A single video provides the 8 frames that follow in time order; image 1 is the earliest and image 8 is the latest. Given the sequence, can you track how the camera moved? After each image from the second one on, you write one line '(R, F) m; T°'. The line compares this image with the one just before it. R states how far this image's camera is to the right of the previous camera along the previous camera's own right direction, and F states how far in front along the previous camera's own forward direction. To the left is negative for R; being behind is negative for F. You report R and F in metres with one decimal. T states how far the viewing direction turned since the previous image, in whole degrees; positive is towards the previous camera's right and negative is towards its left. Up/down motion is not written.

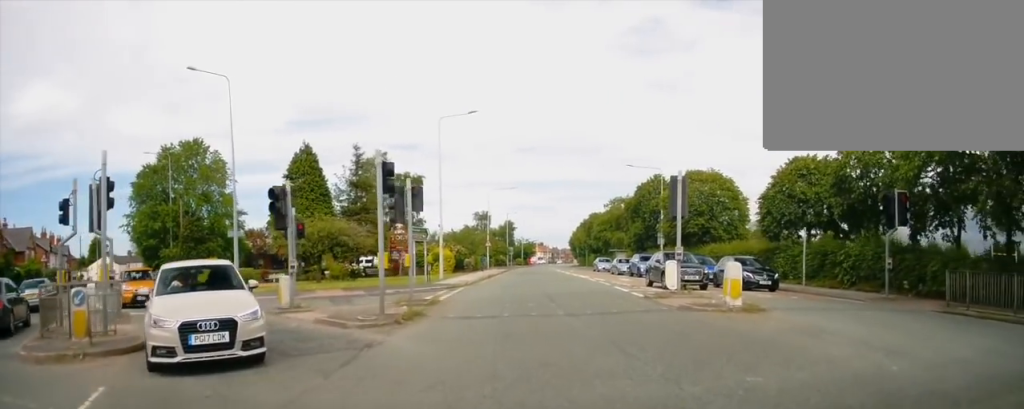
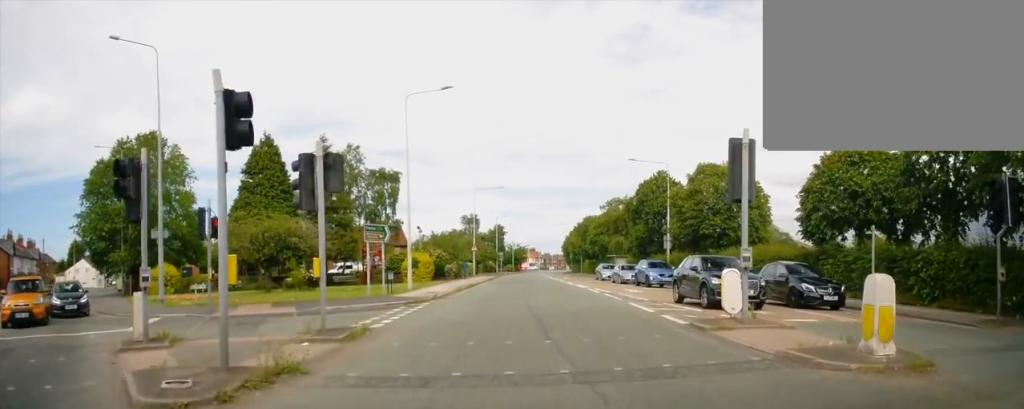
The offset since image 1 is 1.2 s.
(0.0, +6.5) m; 0°
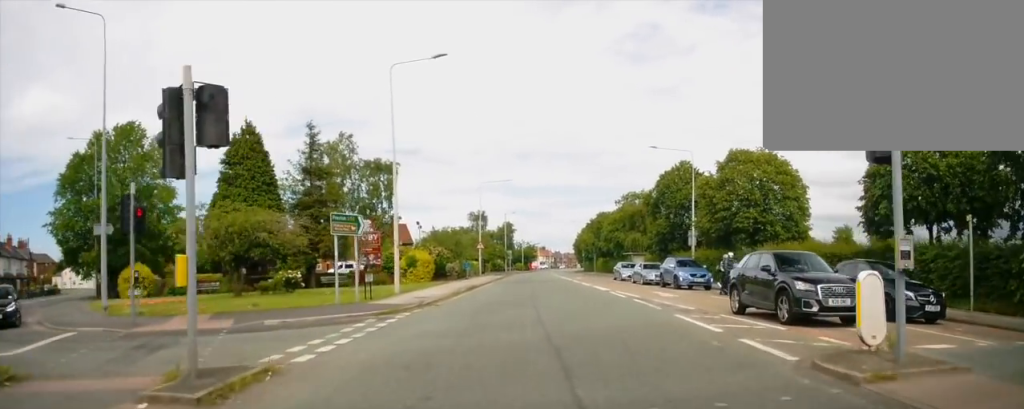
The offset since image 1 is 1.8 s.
(0.0, +5.0) m; 0°
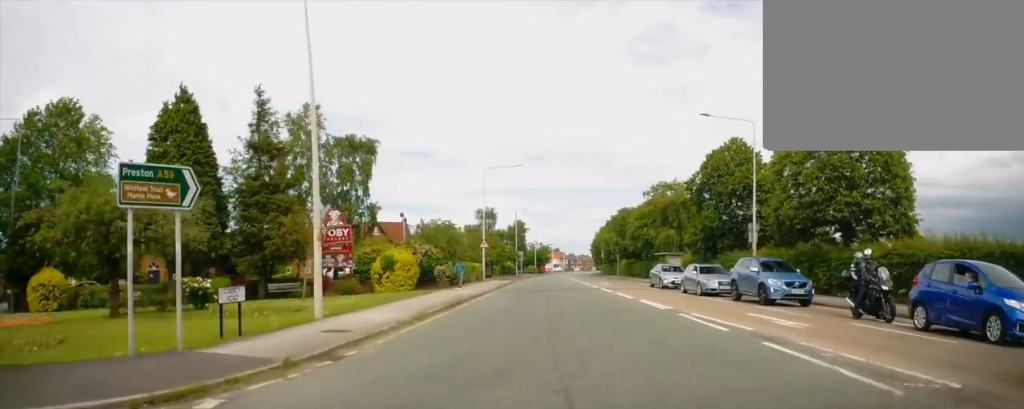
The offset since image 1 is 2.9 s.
(+0.1, +10.5) m; +1°
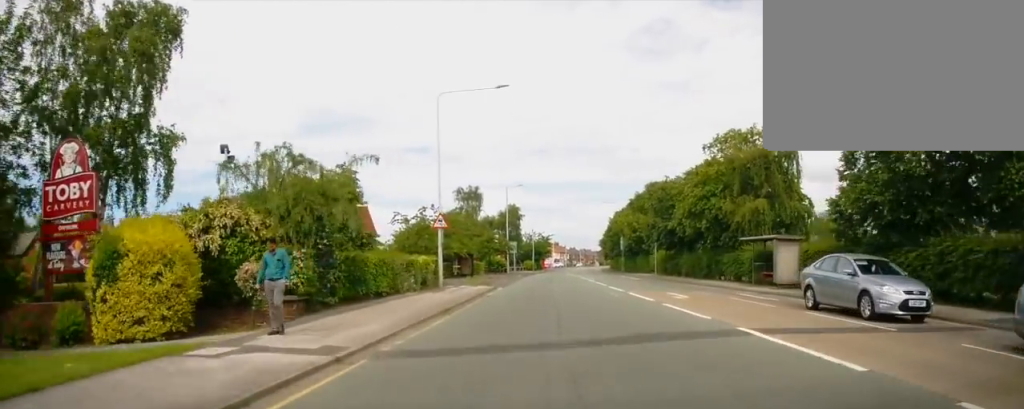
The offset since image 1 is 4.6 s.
(+0.1, +23.1) m; 0°
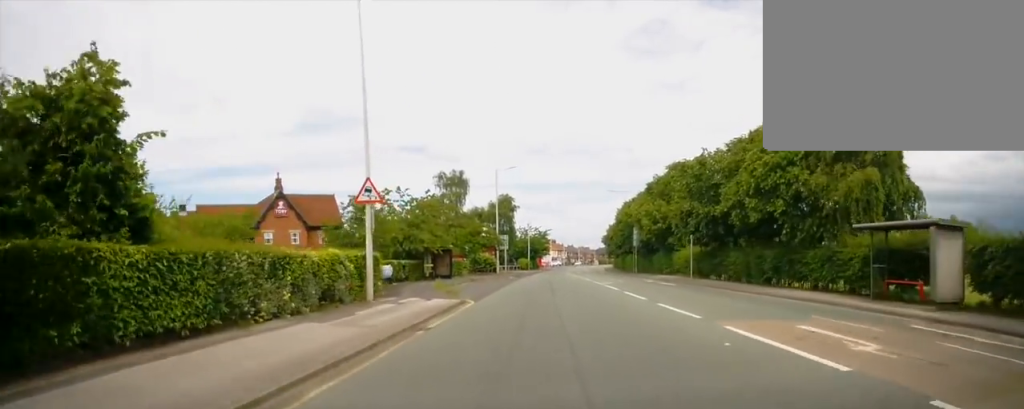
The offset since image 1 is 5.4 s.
(-0.2, +12.1) m; 0°
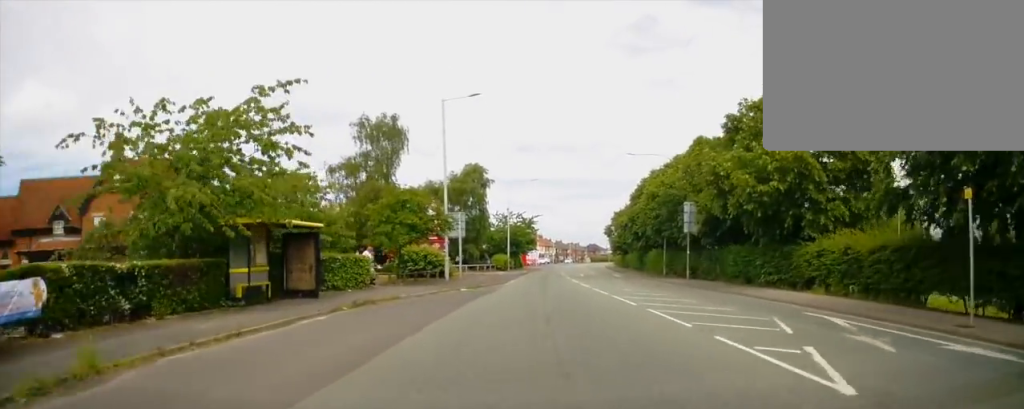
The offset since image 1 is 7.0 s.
(+0.4, +25.2) m; +2°
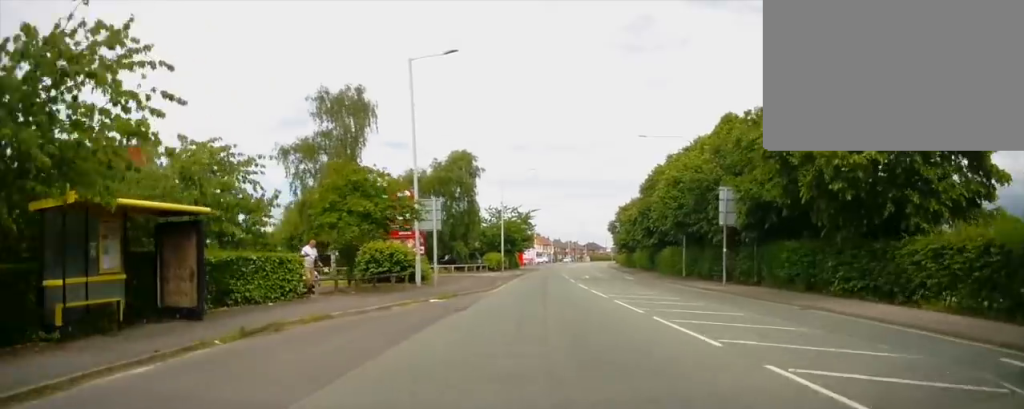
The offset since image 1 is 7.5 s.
(0.0, +7.3) m; 0°
